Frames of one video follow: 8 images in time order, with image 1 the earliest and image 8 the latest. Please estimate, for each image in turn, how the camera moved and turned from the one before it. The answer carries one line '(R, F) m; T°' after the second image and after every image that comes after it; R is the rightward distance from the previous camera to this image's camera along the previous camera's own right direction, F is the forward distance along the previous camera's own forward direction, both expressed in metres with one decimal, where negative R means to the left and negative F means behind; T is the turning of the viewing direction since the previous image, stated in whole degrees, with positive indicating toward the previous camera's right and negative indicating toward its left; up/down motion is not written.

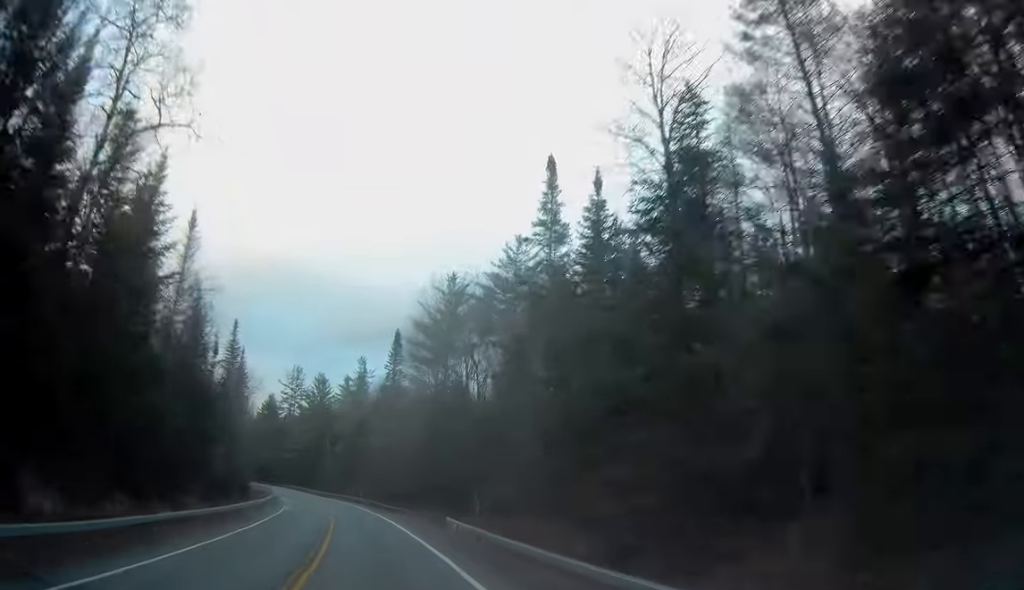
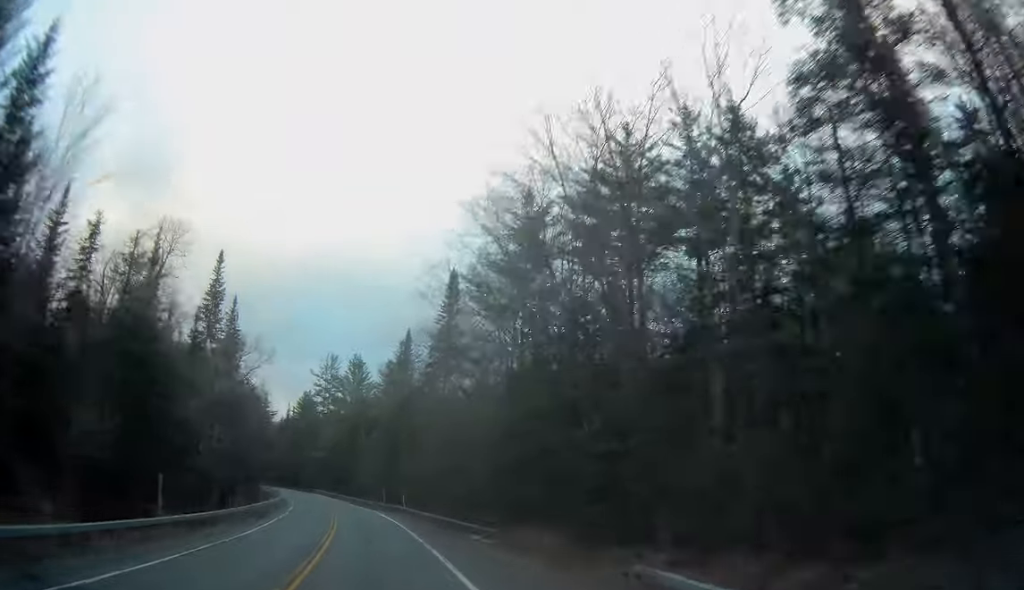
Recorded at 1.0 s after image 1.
(-0.6, +22.7) m; -3°
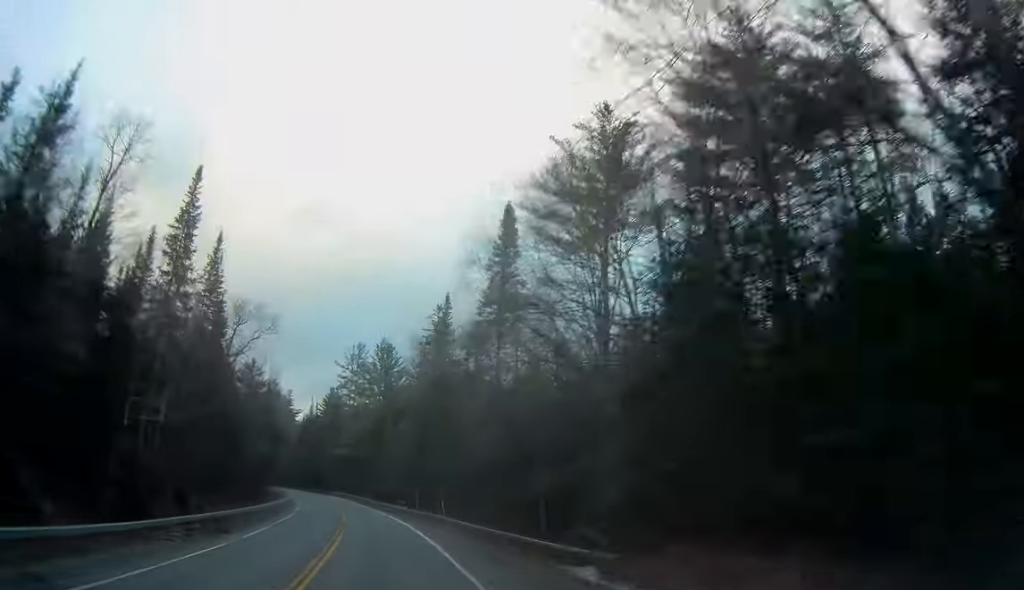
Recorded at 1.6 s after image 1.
(-0.3, +14.9) m; -3°
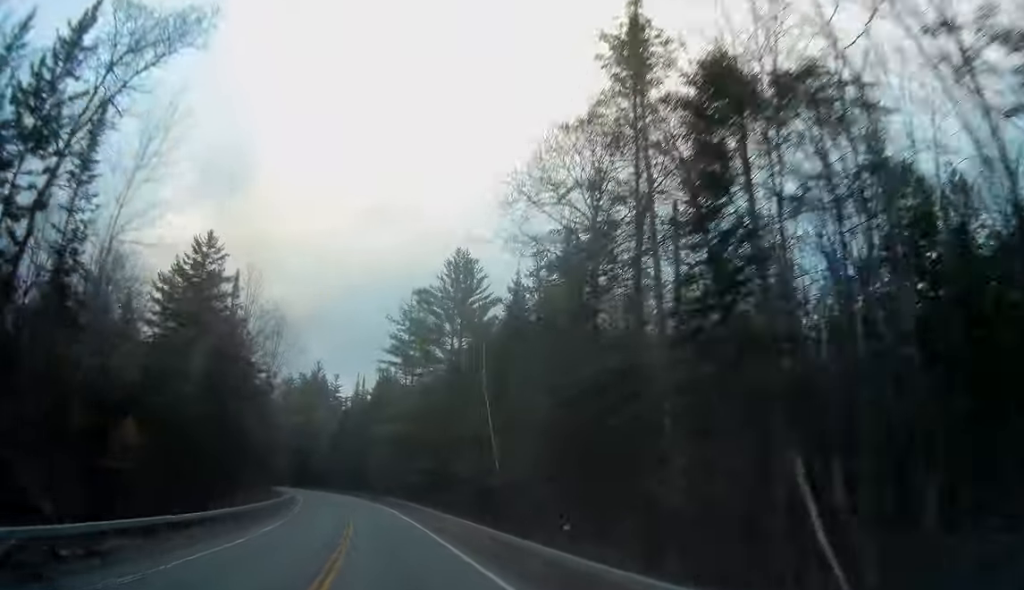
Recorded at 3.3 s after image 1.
(-2.8, +39.4) m; -8°
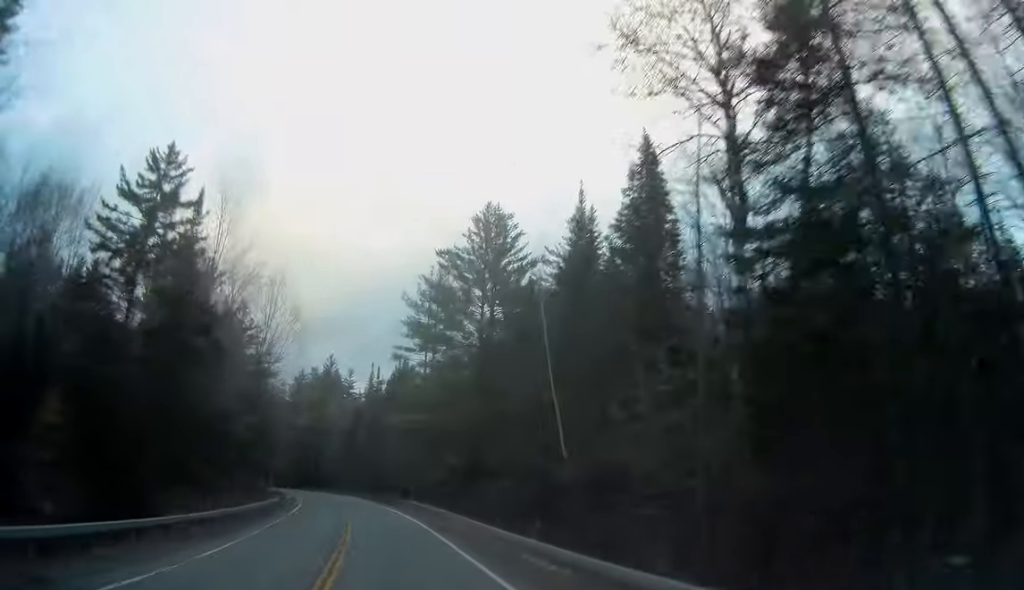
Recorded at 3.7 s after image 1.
(-0.2, +11.1) m; -1°
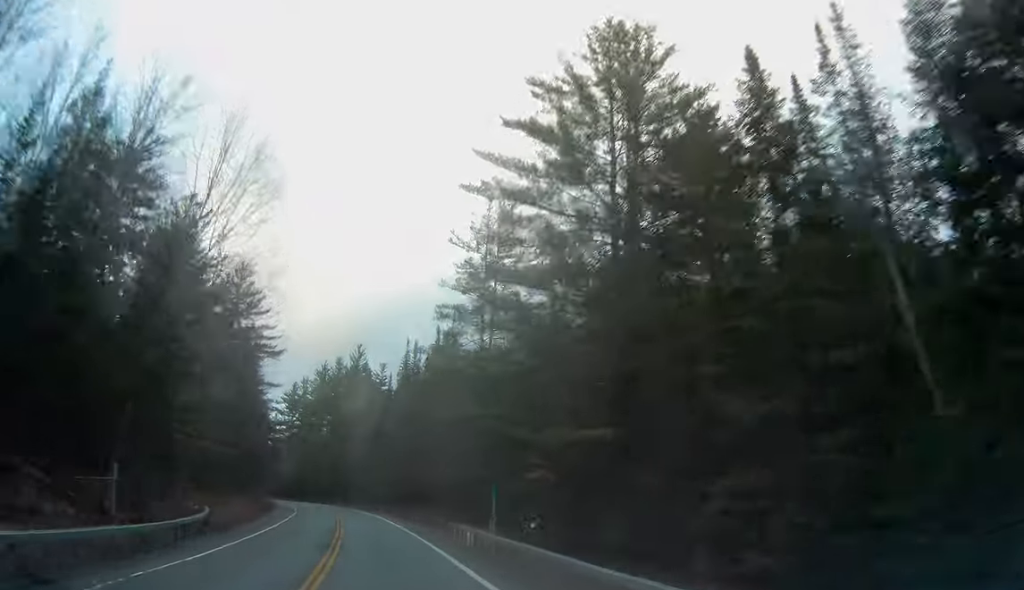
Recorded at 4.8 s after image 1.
(-0.4, +26.2) m; -3°
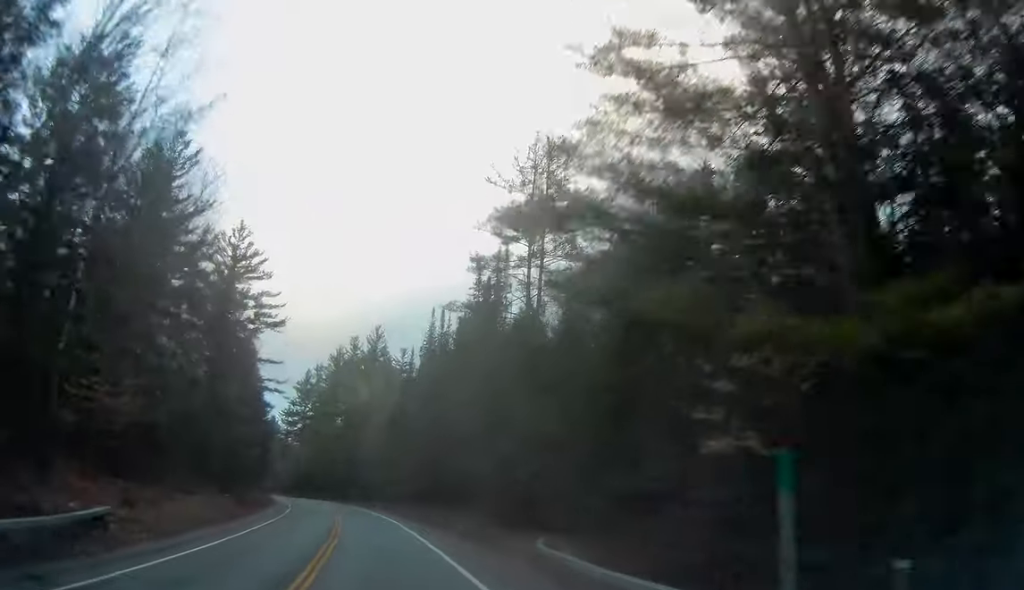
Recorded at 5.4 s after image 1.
(-0.2, +13.5) m; -2°
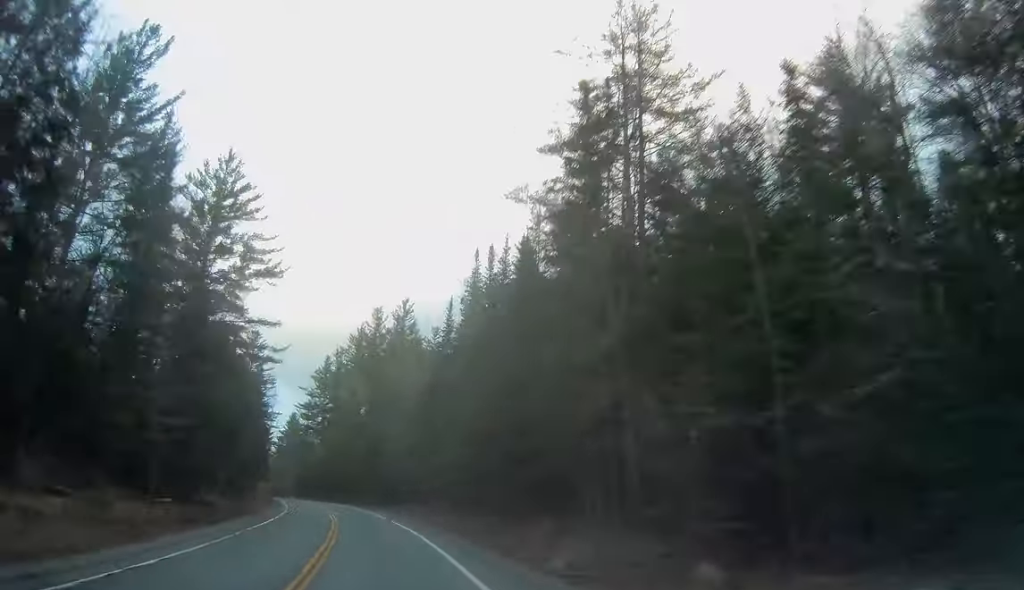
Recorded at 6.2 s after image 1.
(-0.5, +18.3) m; -3°
